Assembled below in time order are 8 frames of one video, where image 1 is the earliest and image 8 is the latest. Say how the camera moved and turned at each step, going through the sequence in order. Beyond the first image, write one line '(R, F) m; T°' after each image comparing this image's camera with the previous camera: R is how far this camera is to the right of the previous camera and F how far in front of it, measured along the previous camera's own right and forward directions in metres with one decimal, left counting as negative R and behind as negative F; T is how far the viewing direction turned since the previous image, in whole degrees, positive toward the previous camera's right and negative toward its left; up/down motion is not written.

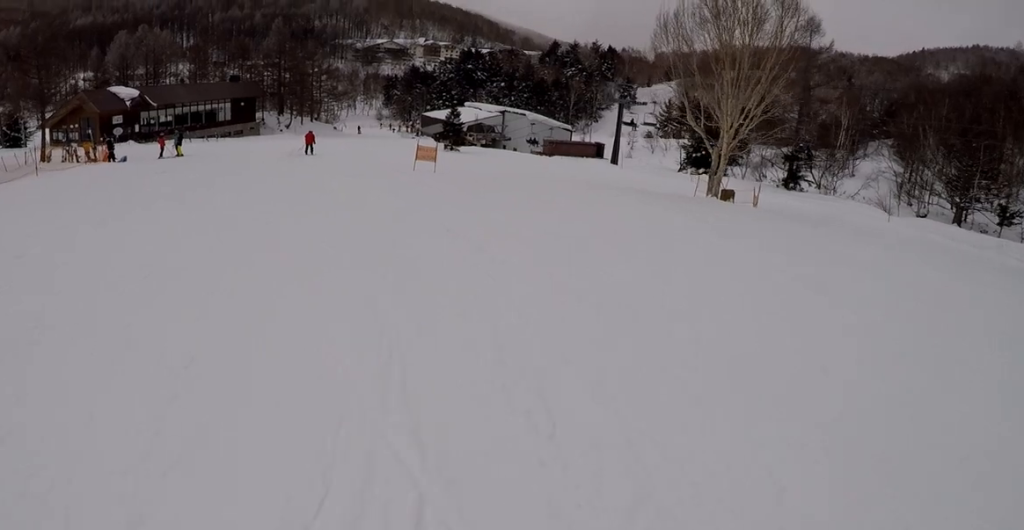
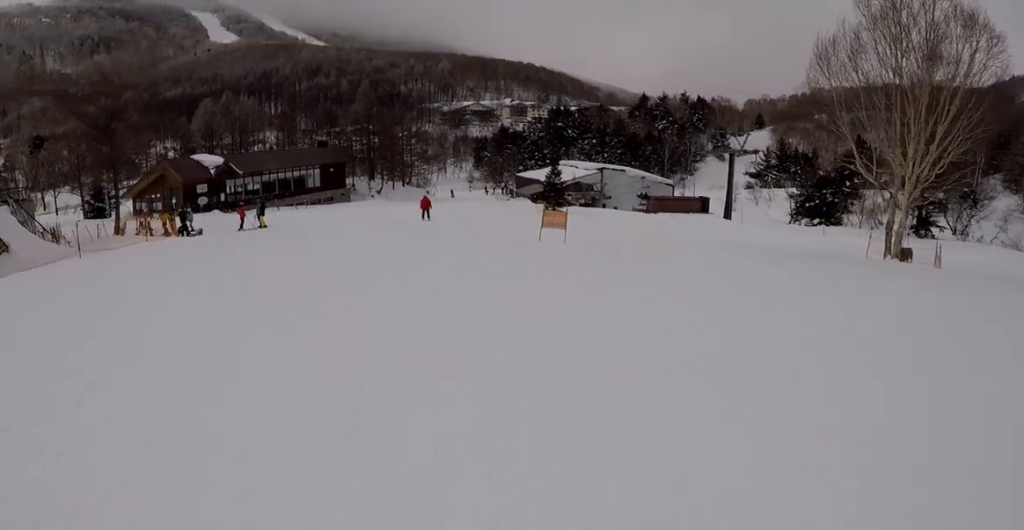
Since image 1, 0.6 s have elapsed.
(-0.3, +5.1) m; -6°
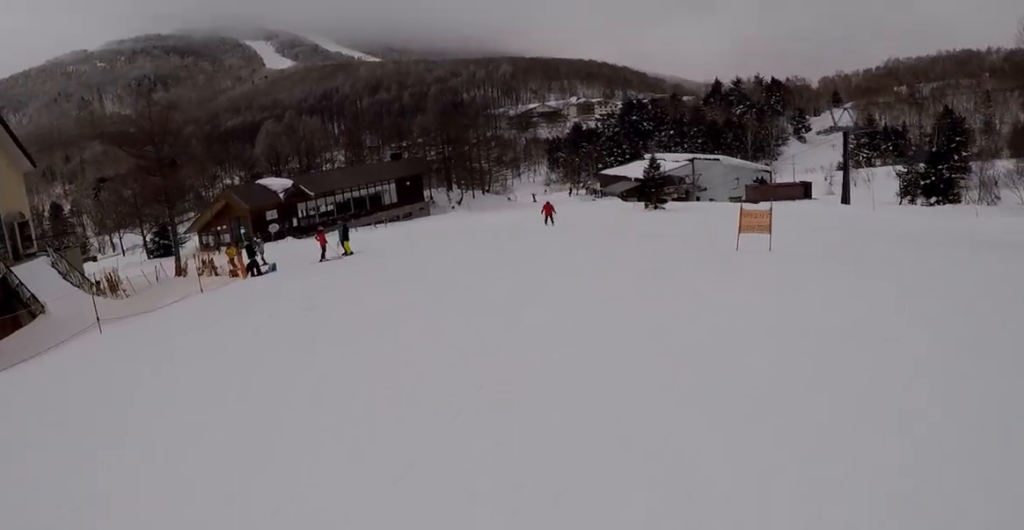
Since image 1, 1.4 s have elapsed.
(-0.3, +6.2) m; 0°
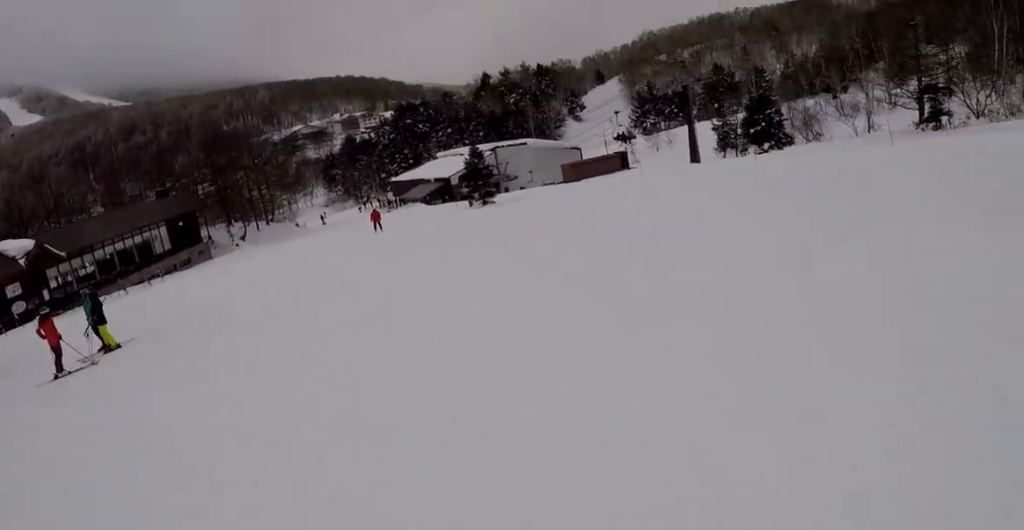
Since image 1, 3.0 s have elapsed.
(+1.3, +12.8) m; +22°
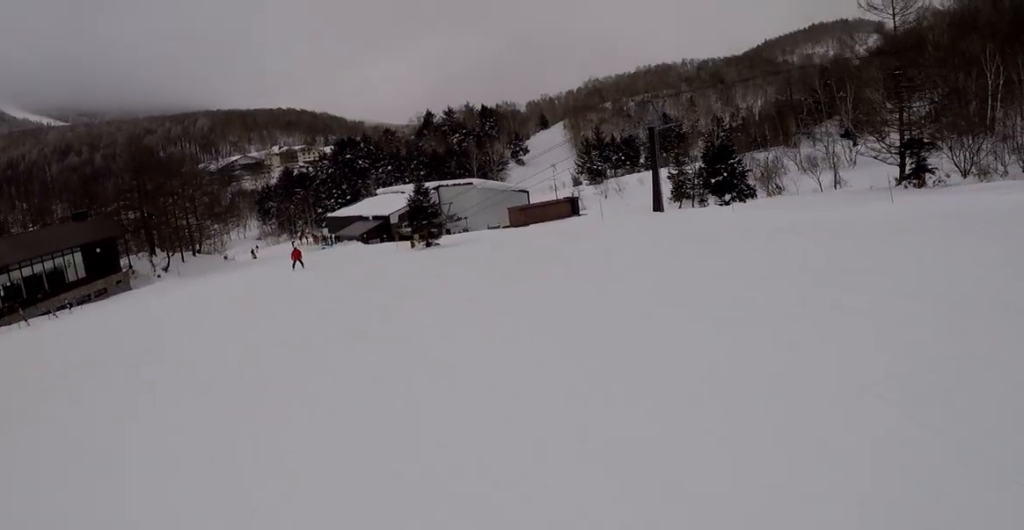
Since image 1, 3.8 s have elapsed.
(+0.4, +5.2) m; +17°
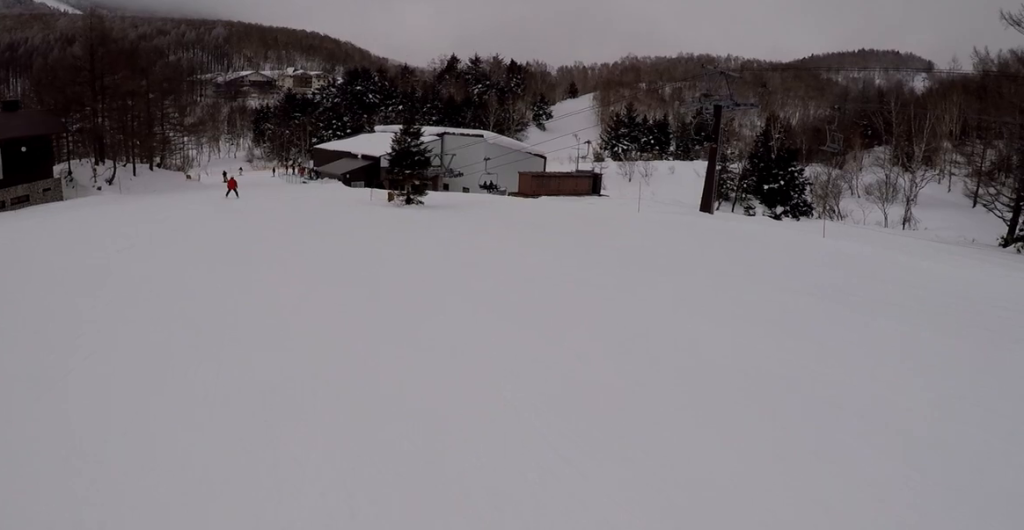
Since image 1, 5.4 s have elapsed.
(+1.8, +12.1) m; -7°
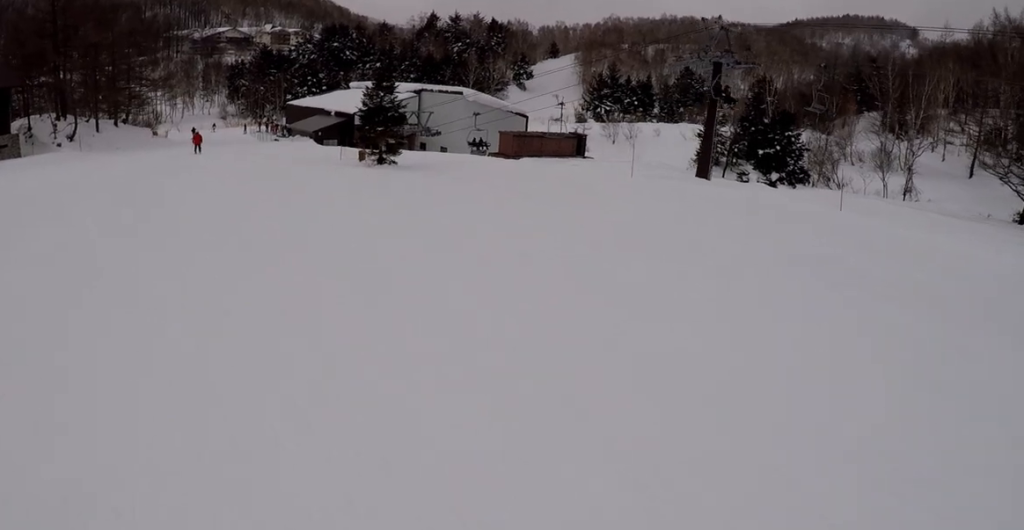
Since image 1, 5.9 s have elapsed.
(-0.3, +3.3) m; -9°
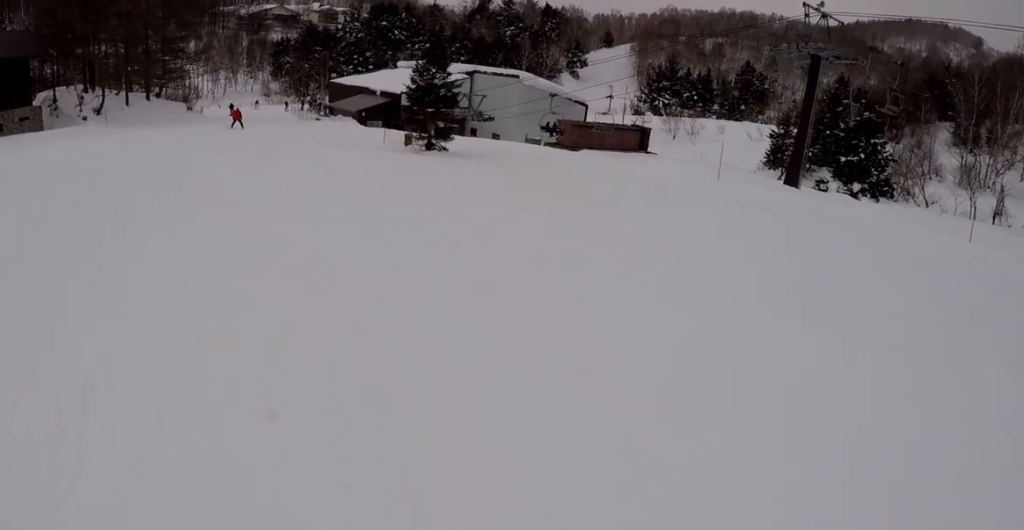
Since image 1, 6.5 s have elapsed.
(-0.4, +4.7) m; -12°
